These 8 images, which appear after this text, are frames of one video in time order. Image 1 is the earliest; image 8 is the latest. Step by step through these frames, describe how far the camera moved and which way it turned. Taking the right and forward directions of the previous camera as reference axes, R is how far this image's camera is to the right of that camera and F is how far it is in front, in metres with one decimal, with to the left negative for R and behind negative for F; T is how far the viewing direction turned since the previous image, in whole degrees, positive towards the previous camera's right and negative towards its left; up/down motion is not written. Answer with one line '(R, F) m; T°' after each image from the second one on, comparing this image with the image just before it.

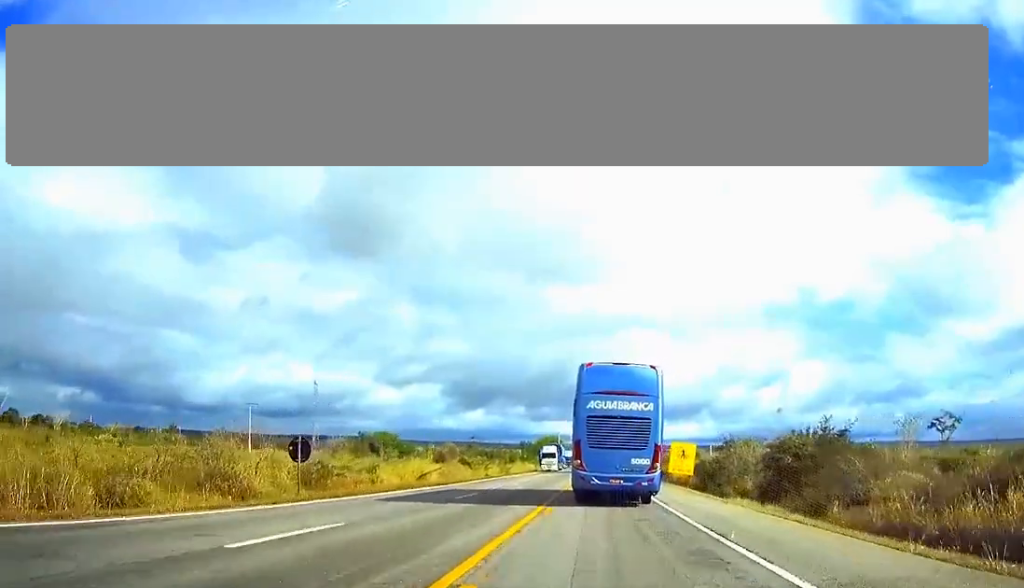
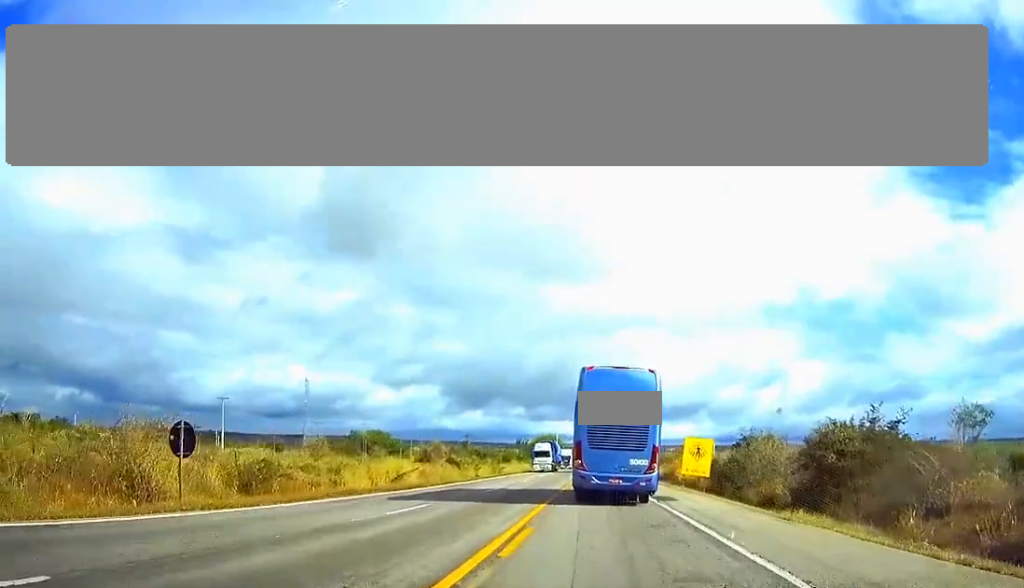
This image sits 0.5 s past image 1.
(0.0, +9.2) m; 0°
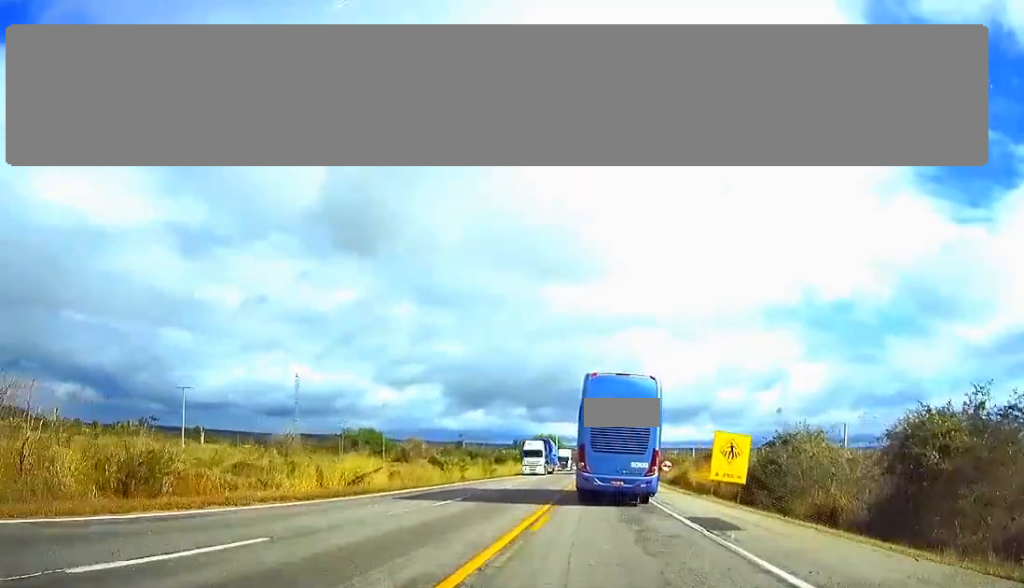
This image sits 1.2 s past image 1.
(-0.1, +12.4) m; +1°
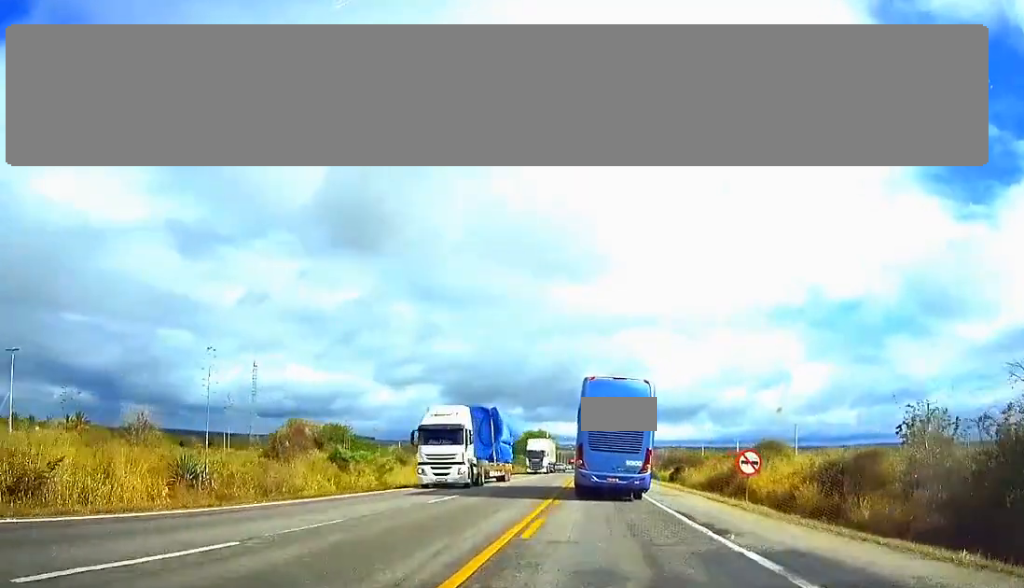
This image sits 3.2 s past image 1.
(+0.2, +35.6) m; -1°
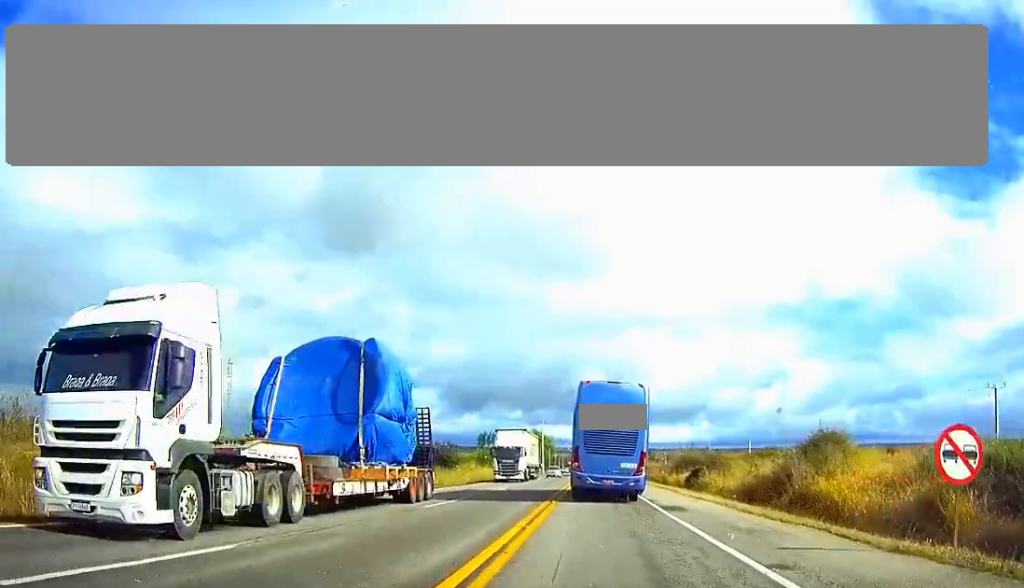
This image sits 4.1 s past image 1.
(-0.3, +18.6) m; 0°
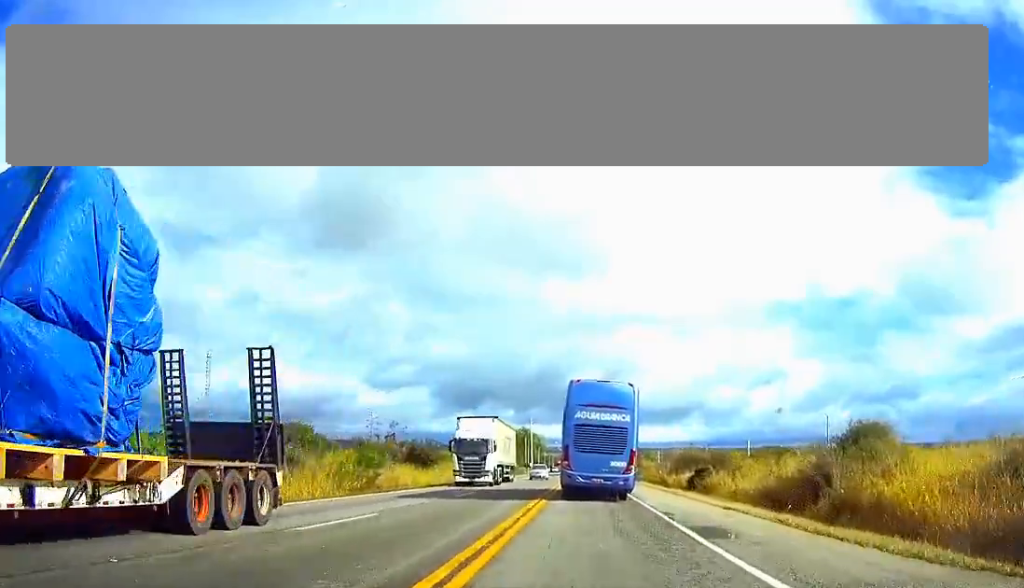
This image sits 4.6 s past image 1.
(0.0, +9.7) m; +1°
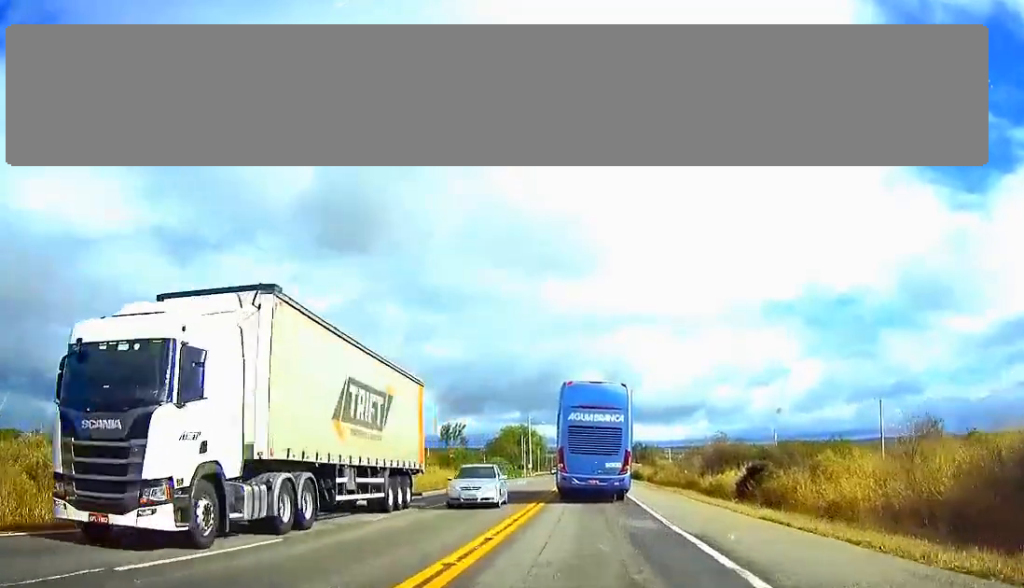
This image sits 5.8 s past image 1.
(+0.4, +23.5) m; +1°
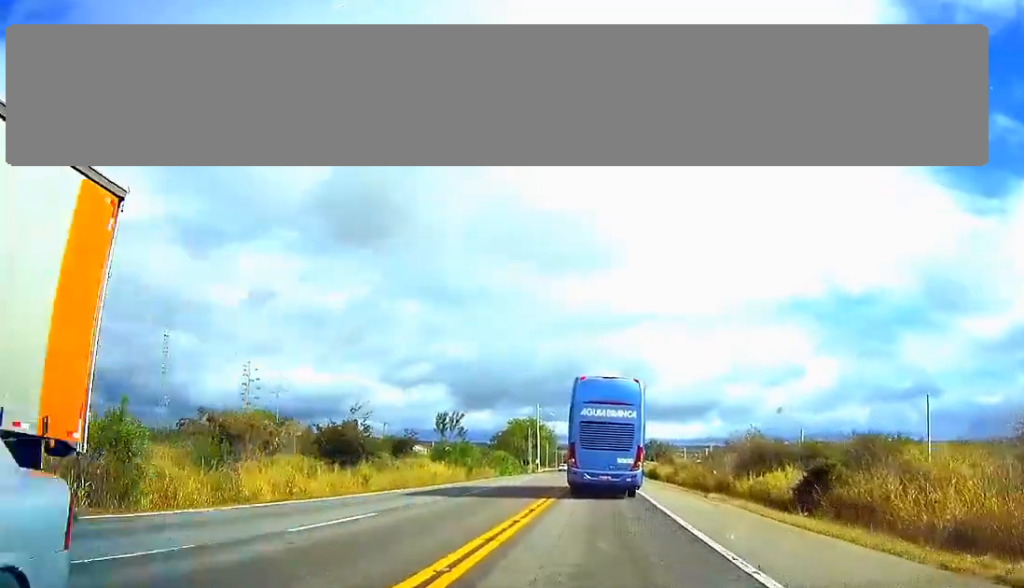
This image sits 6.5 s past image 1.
(0.0, +12.6) m; 0°
